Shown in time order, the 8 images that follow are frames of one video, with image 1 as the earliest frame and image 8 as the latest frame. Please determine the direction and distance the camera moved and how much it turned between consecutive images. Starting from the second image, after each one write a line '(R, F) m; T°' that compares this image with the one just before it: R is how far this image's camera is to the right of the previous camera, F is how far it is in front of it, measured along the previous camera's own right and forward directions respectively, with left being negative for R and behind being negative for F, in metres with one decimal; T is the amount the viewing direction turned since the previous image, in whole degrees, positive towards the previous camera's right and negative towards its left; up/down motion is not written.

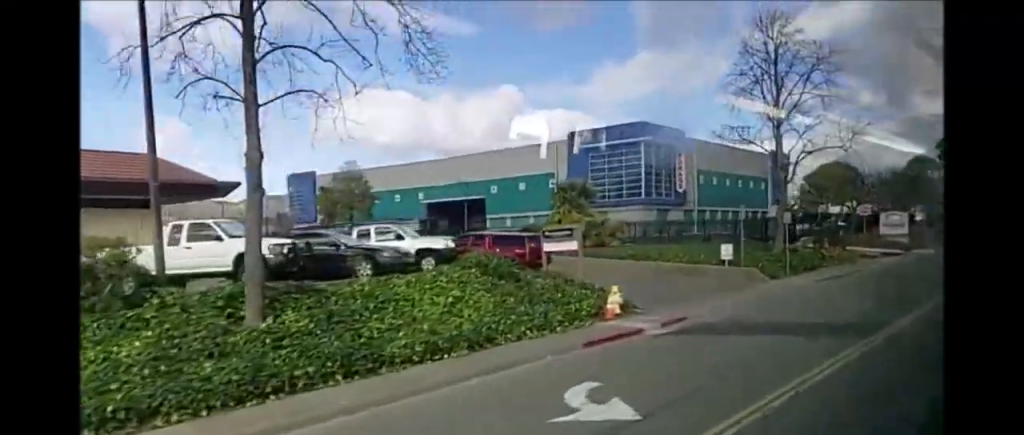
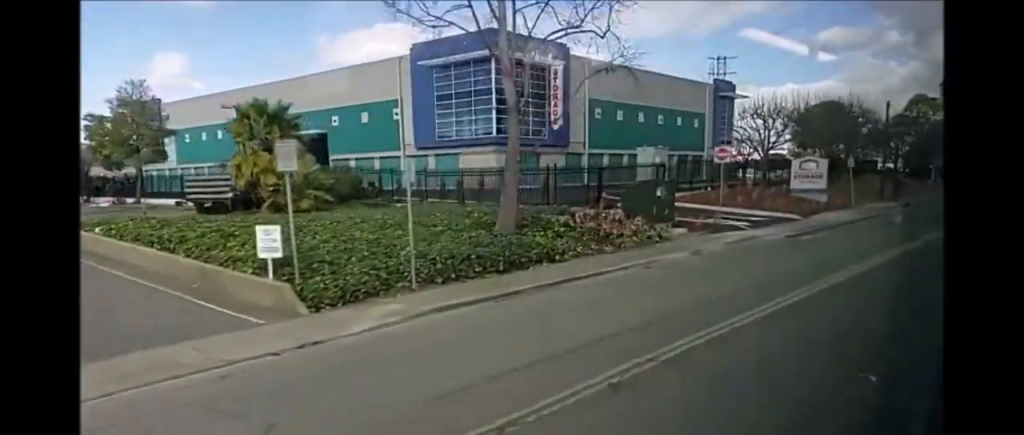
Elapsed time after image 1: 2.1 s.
(+0.1, +21.6) m; 0°
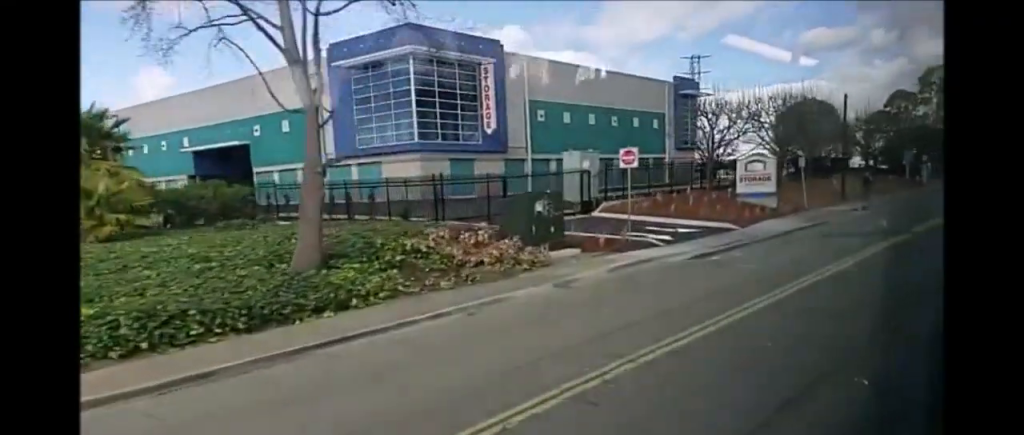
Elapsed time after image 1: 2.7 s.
(0.0, +5.8) m; 0°
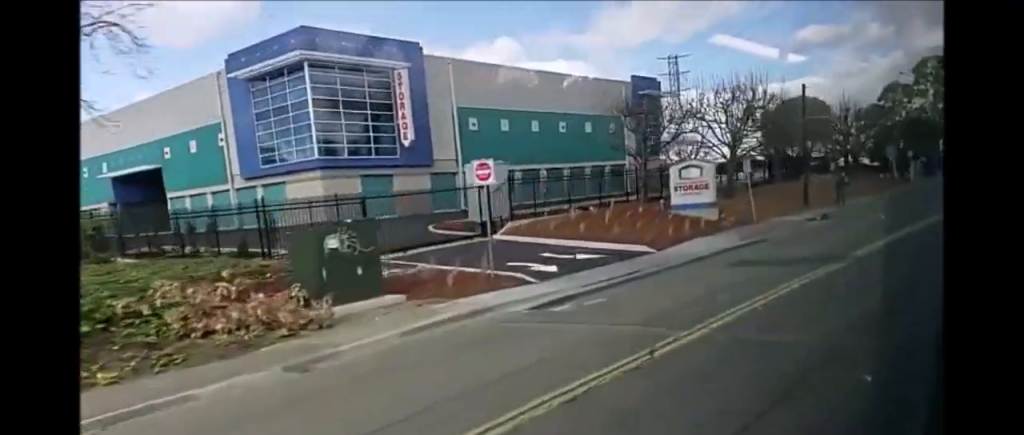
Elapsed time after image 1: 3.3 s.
(+0.4, +6.8) m; -1°
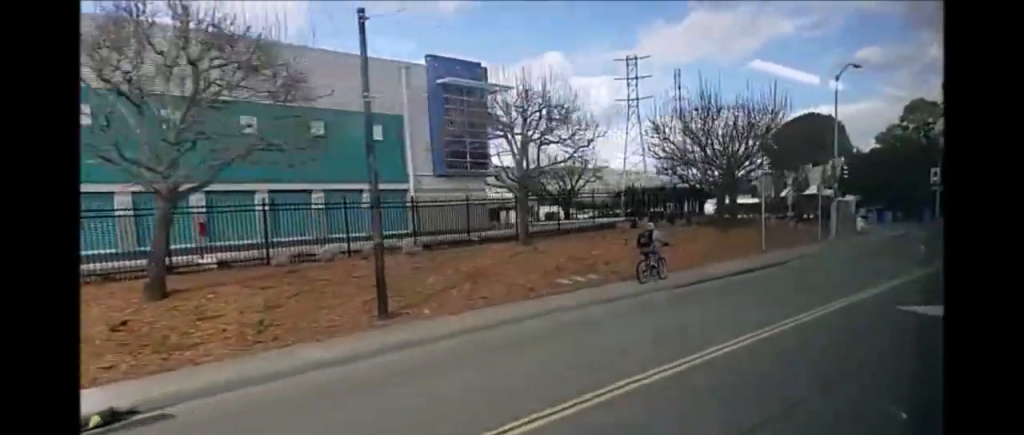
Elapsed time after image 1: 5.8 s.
(-0.9, +28.8) m; -1°
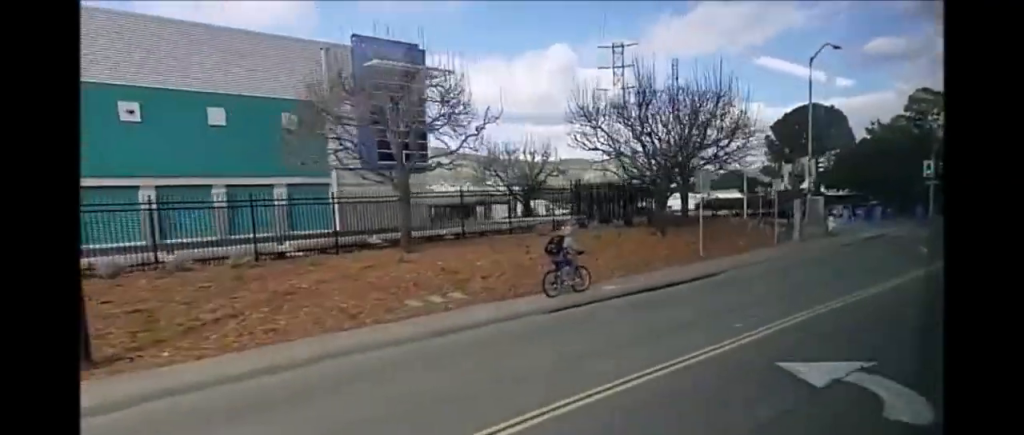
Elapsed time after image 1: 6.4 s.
(-0.4, +6.1) m; 0°
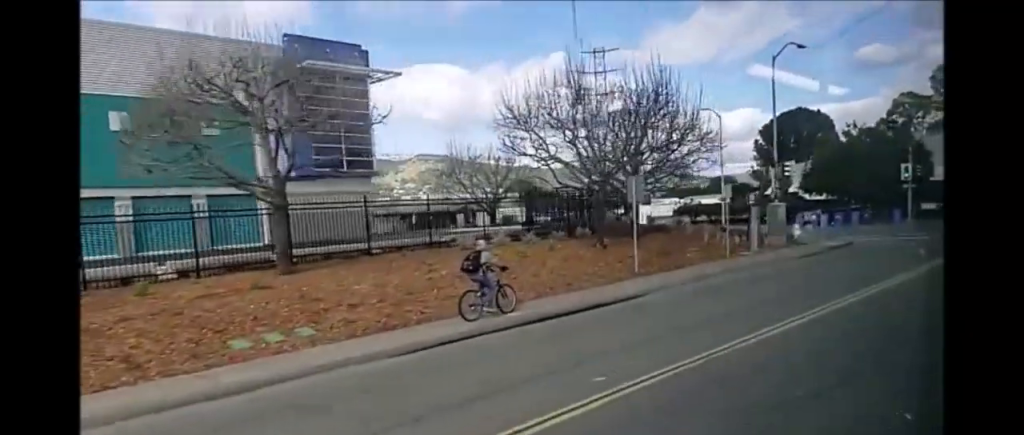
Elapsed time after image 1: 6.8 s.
(+0.3, +3.8) m; +1°
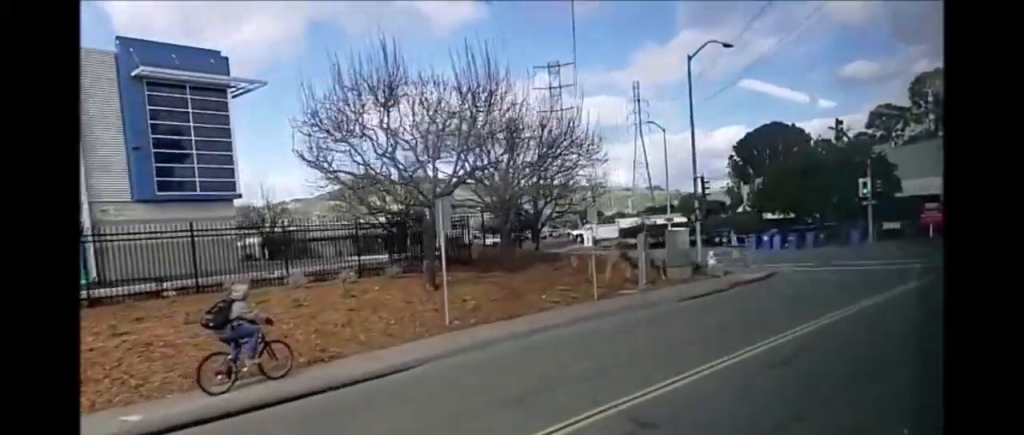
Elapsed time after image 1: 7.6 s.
(+0.4, +7.4) m; +1°
